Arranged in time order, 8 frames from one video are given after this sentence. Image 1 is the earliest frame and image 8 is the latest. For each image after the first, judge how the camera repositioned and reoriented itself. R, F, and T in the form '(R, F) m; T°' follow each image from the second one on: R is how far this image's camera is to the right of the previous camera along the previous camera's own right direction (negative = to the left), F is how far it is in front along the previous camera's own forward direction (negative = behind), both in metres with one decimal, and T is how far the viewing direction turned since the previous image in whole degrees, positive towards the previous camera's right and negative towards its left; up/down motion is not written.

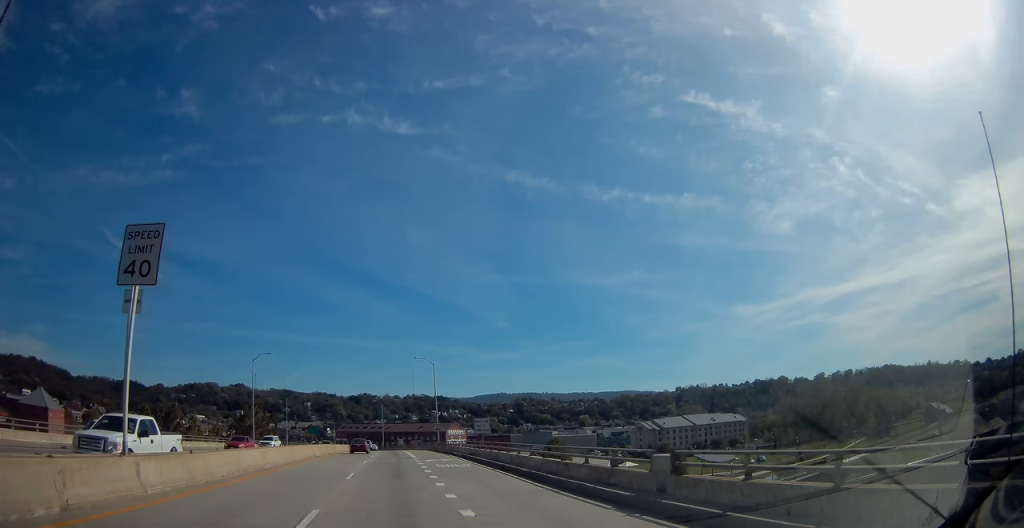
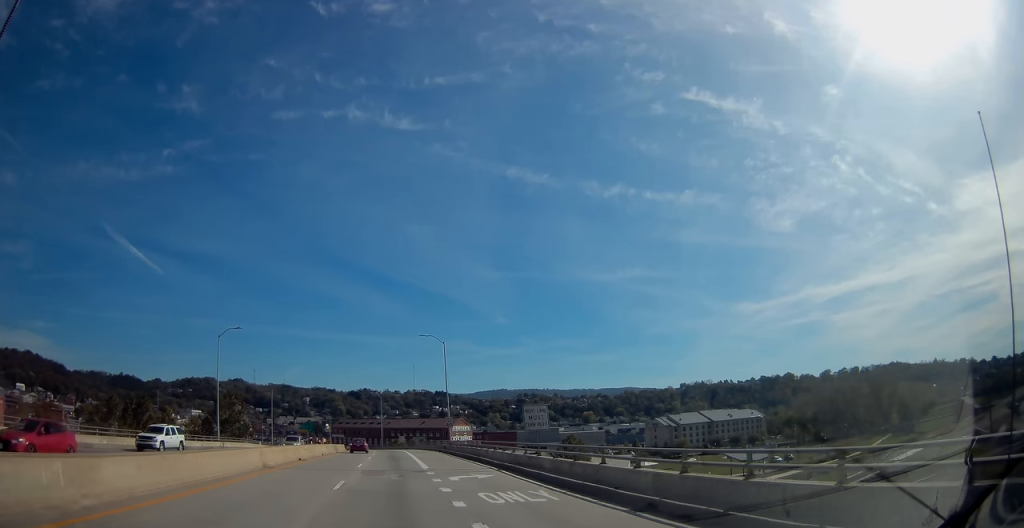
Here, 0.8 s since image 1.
(-0.1, +16.6) m; 0°
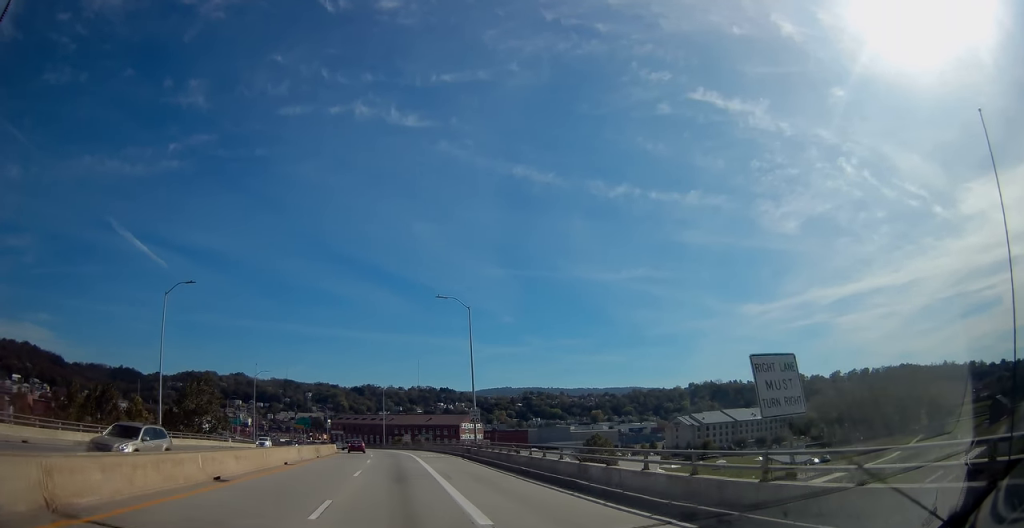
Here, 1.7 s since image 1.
(+0.1, +17.9) m; 0°
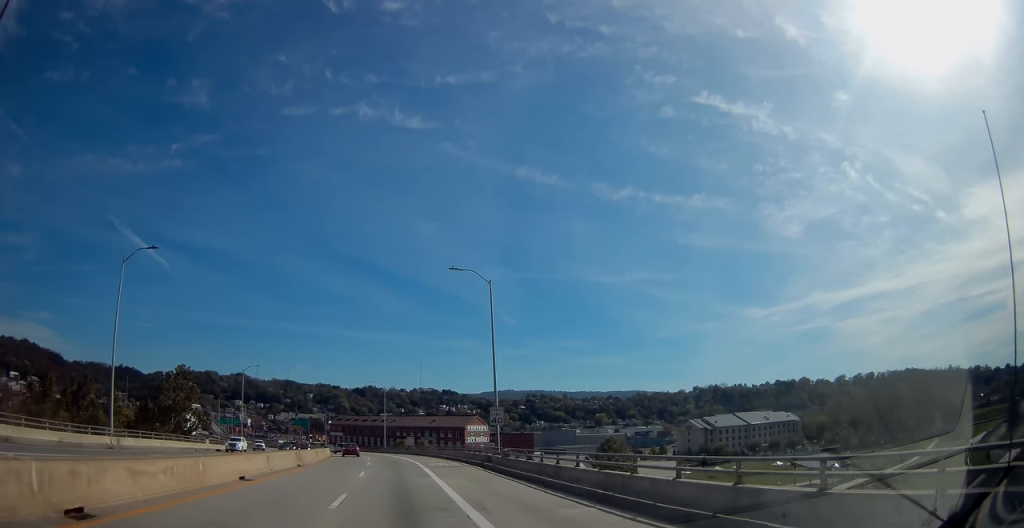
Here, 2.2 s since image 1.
(+0.1, +9.2) m; 0°
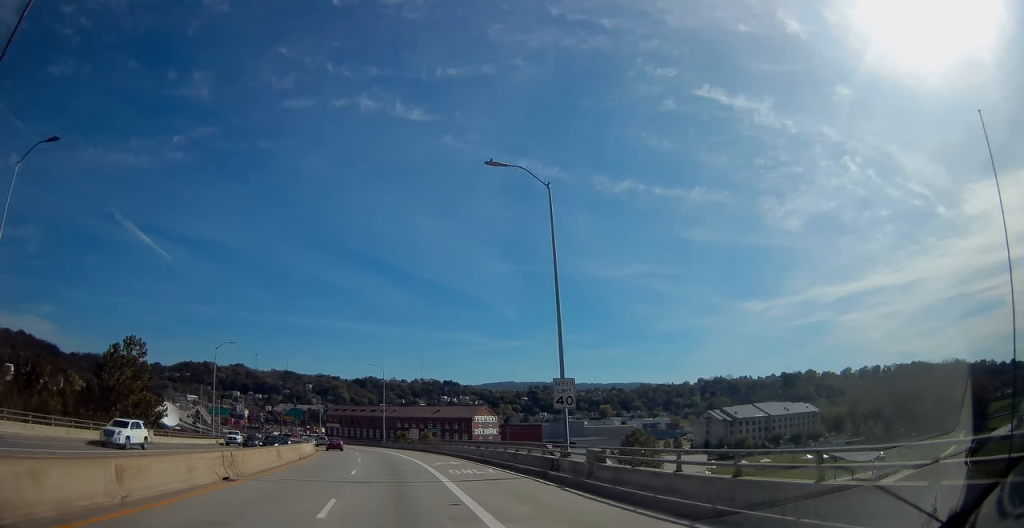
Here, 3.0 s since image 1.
(-0.3, +15.0) m; 0°
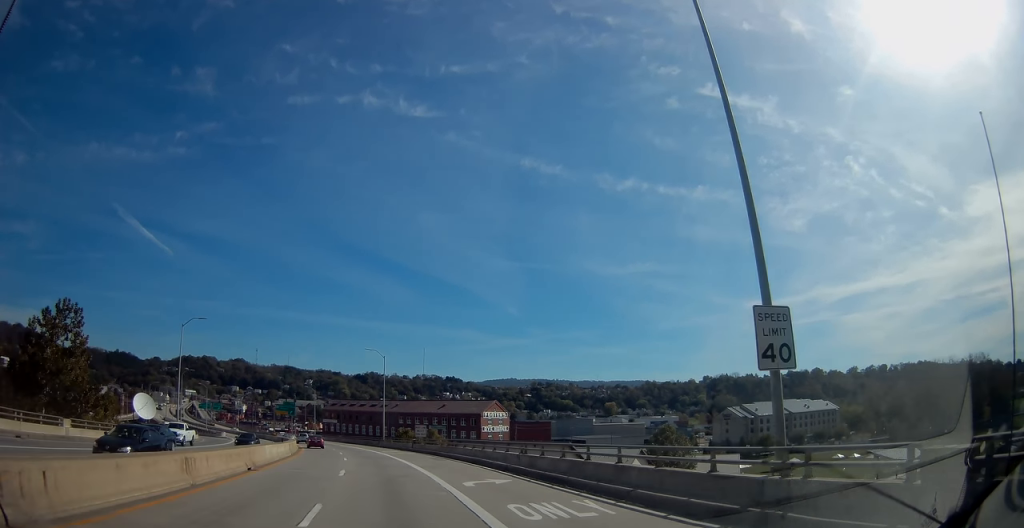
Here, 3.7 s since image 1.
(+0.1, +13.6) m; 0°
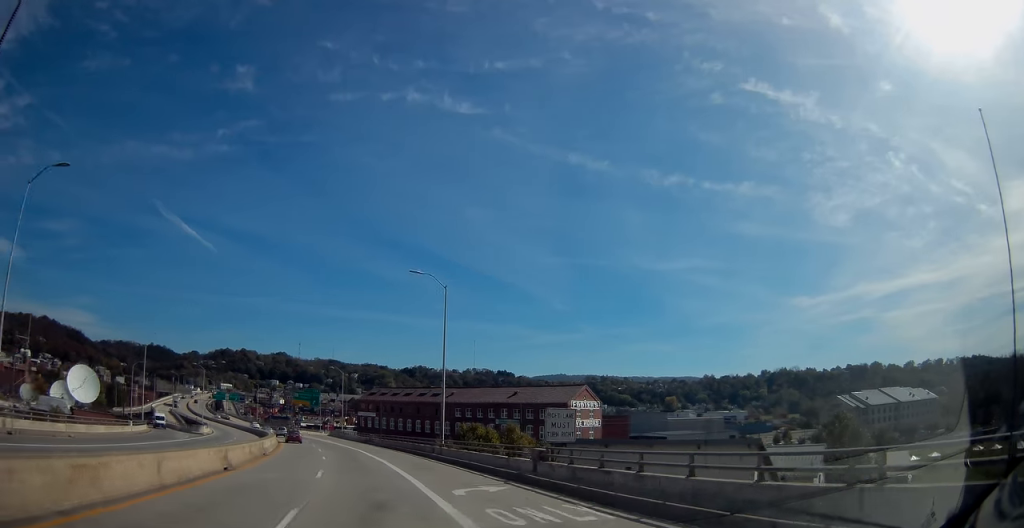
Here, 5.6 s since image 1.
(-0.9, +37.6) m; -4°
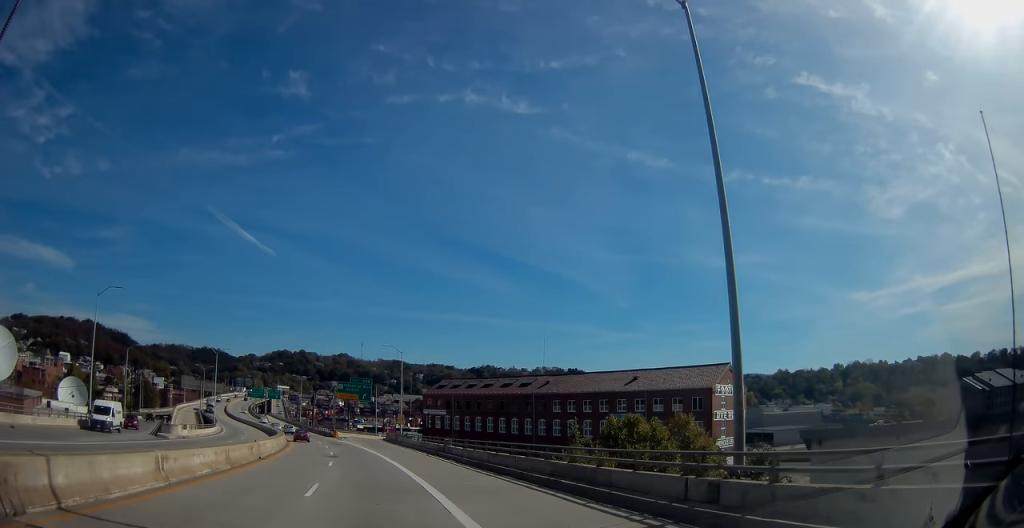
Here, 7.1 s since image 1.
(-1.4, +30.3) m; -7°
